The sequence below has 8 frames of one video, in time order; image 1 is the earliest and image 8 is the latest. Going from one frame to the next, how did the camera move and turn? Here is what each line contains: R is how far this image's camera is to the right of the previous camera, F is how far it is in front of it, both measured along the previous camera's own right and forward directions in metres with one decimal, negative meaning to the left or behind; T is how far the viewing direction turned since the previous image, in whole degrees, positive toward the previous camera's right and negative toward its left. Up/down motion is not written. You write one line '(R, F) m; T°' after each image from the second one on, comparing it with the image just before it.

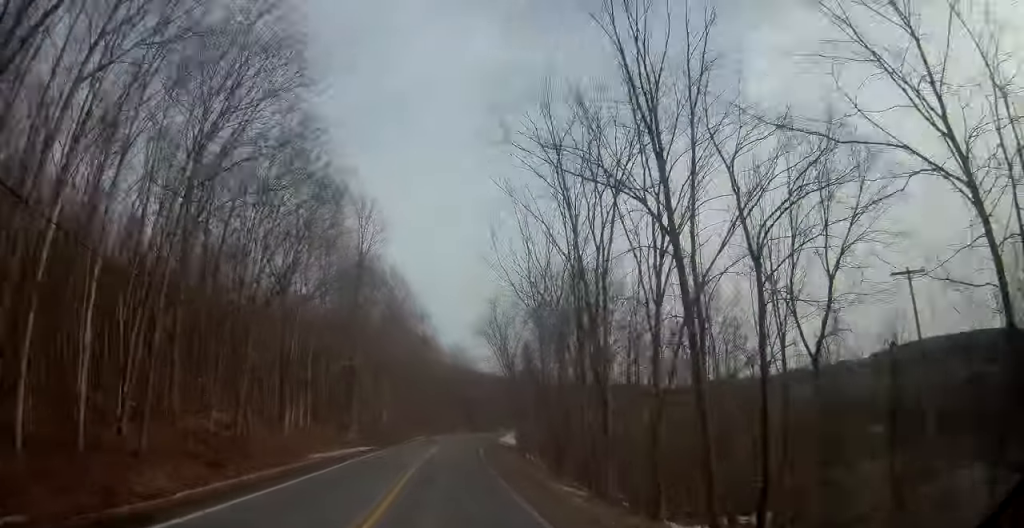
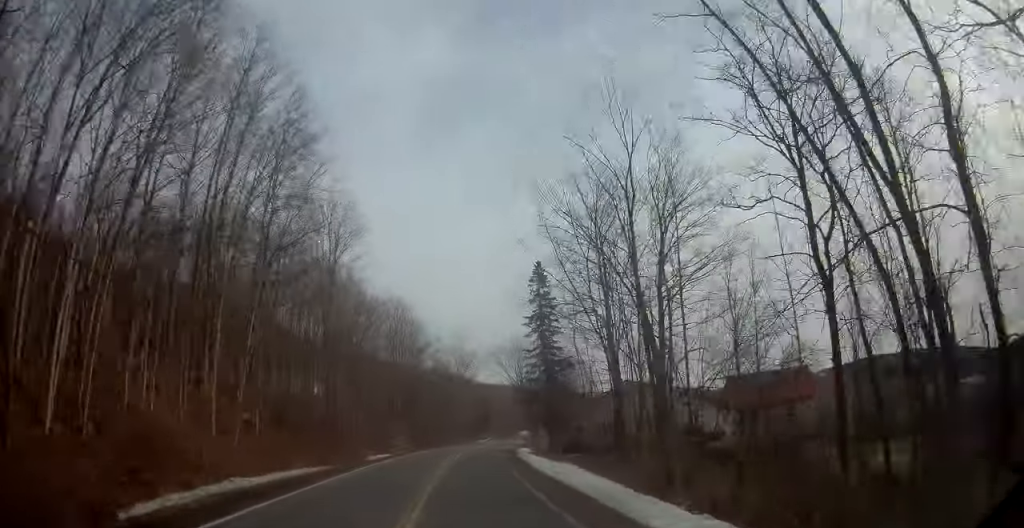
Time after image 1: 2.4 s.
(+2.7, +54.7) m; +7°
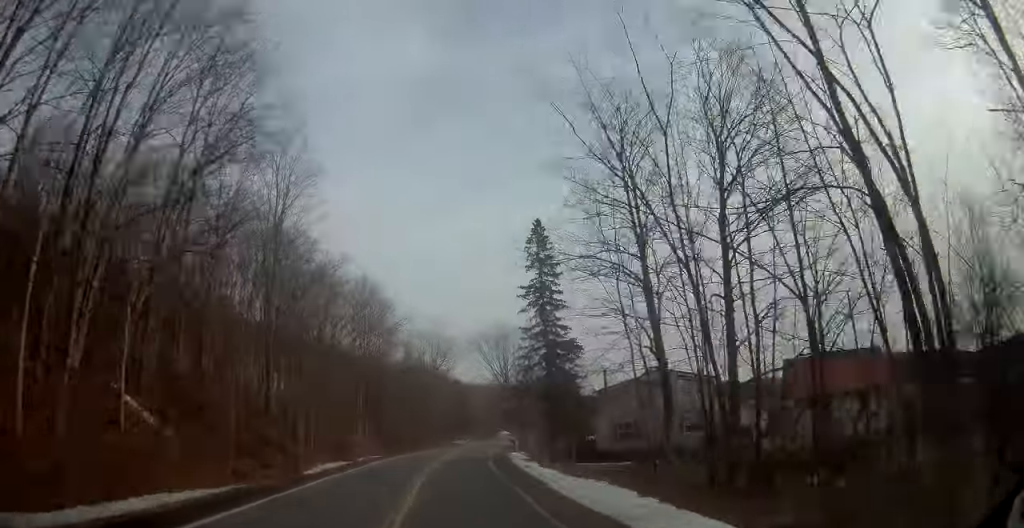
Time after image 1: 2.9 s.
(0.0, +11.3) m; +1°
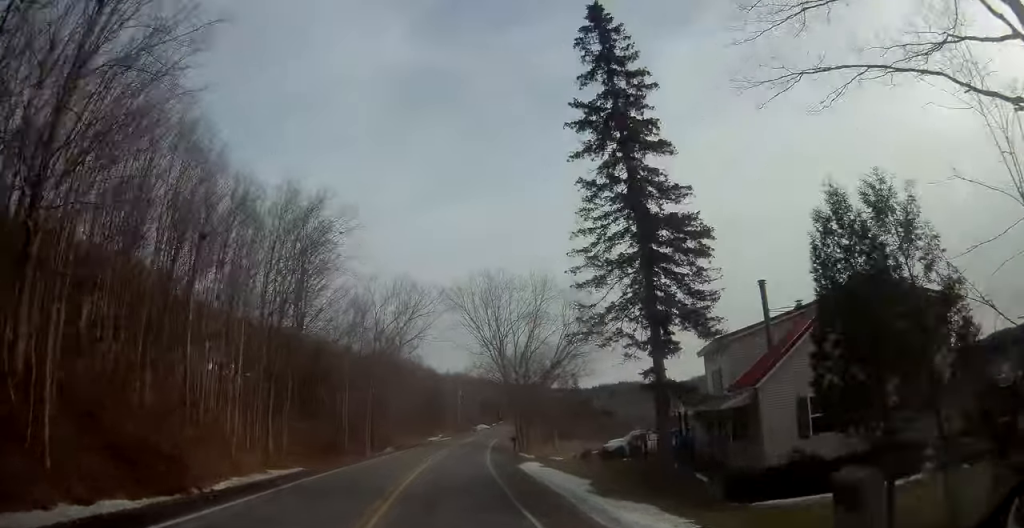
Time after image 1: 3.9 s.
(+0.6, +23.3) m; +4°
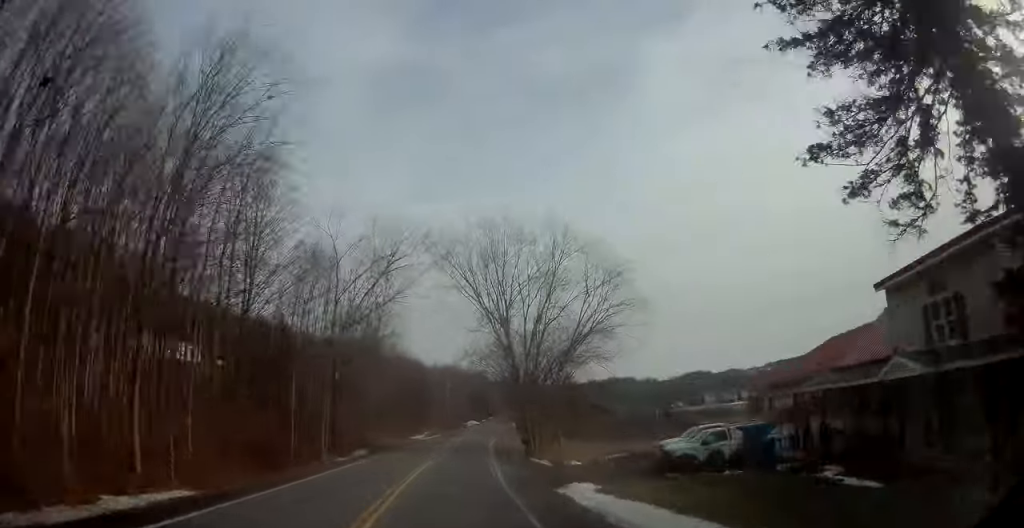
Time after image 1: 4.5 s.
(+0.4, +12.7) m; +2°
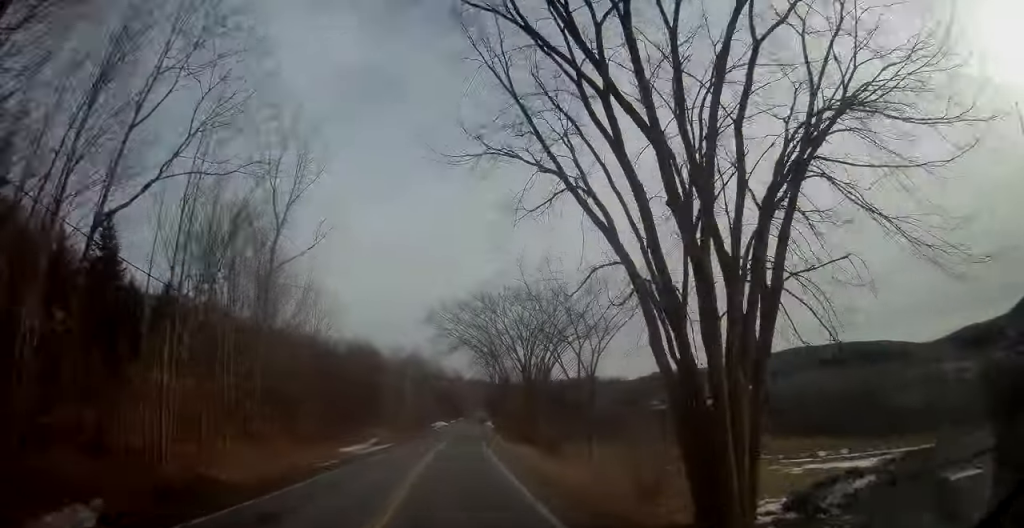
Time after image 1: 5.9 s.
(+1.0, +30.6) m; +4°
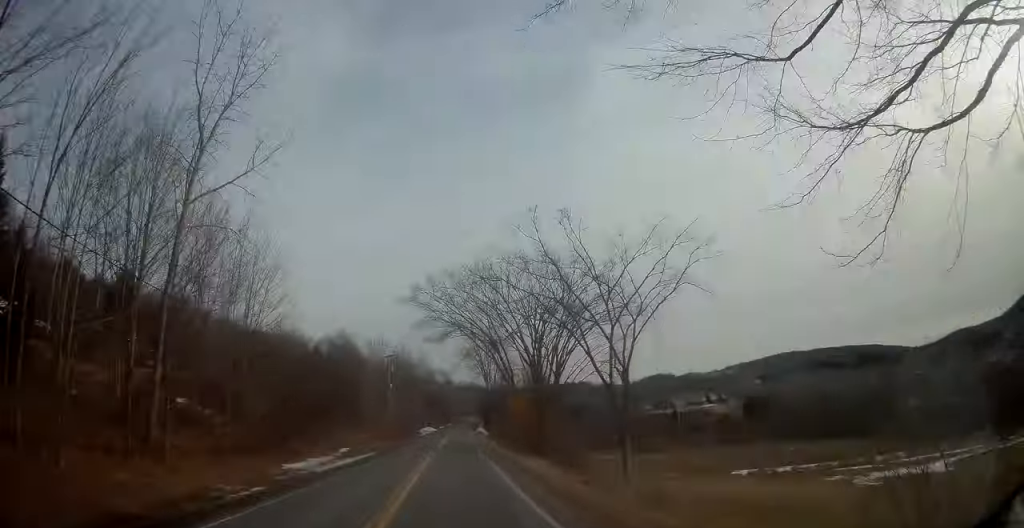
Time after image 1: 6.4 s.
(+0.3, +11.5) m; 0°
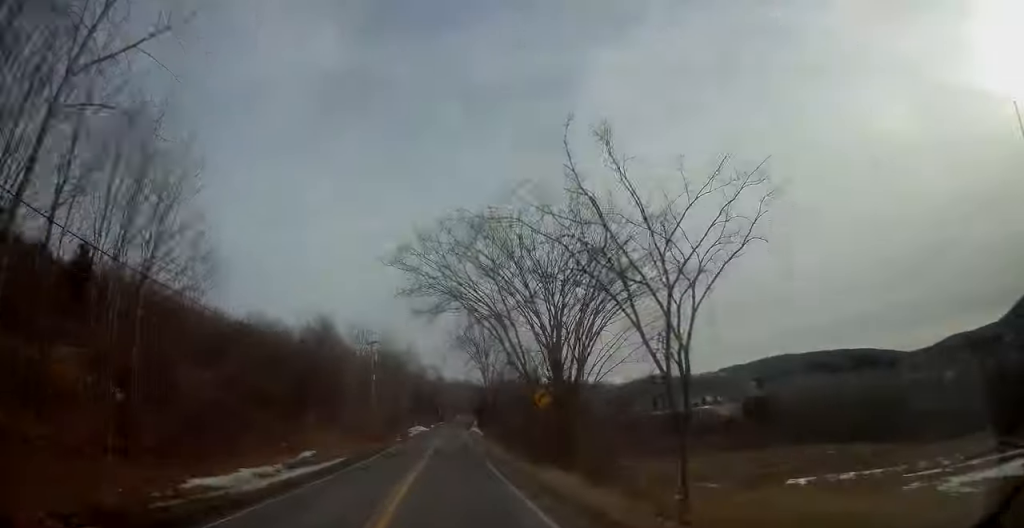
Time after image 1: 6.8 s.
(+0.2, +10.0) m; 0°
